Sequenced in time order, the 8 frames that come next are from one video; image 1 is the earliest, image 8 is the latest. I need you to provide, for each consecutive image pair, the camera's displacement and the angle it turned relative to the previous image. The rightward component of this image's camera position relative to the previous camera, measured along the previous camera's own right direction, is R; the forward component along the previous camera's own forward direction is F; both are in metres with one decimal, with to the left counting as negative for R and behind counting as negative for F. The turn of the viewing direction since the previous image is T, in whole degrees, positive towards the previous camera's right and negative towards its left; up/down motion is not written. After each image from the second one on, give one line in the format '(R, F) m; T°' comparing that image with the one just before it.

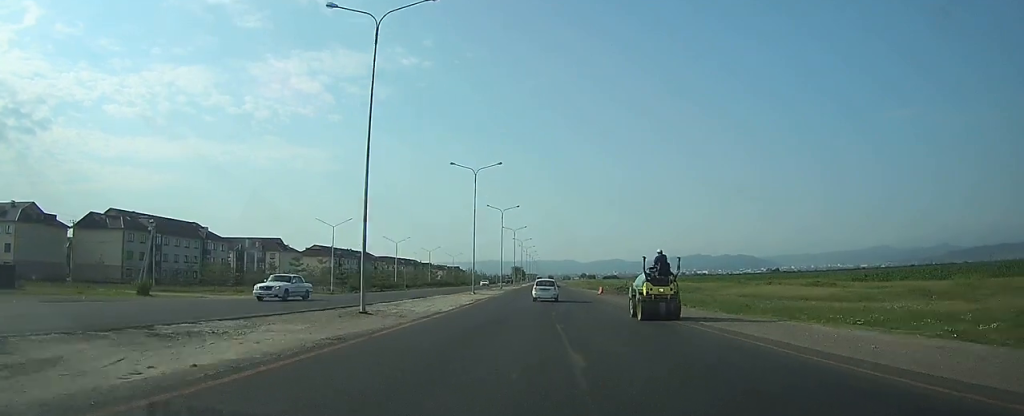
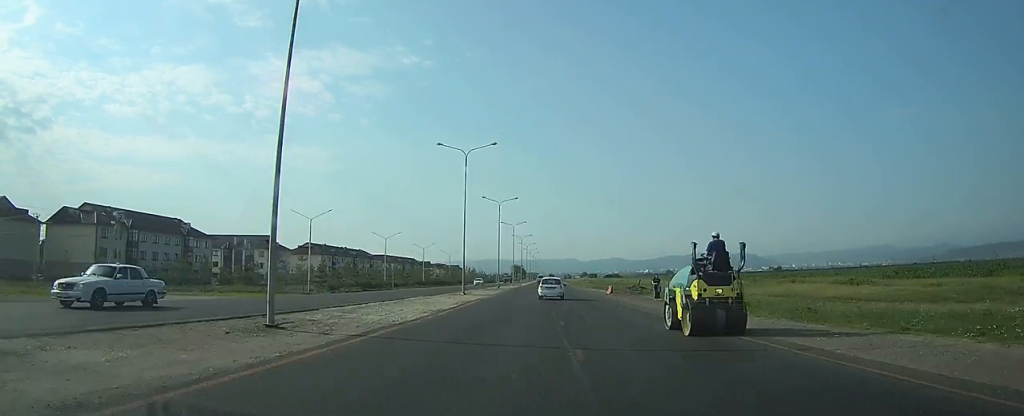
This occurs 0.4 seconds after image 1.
(0.0, +7.6) m; 0°
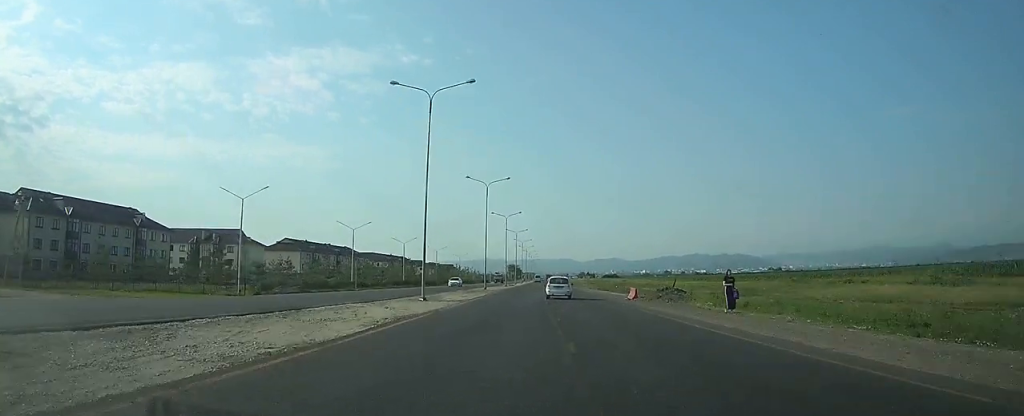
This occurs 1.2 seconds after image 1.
(0.0, +15.1) m; 0°
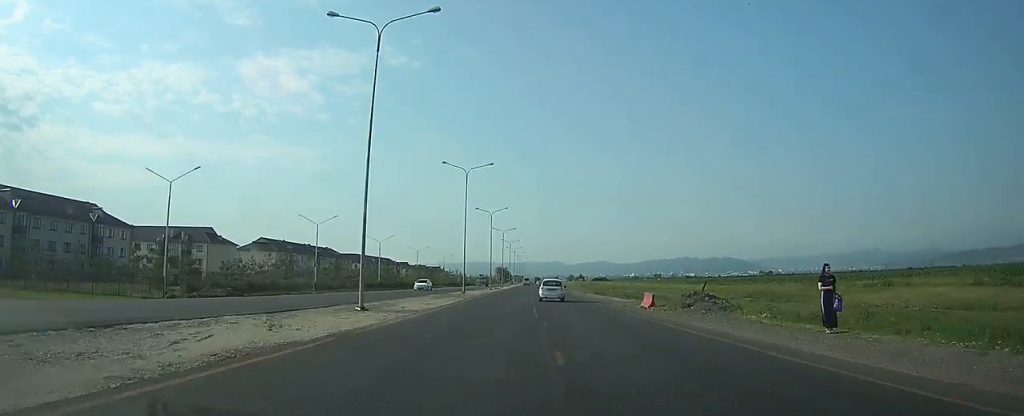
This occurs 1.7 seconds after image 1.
(0.0, +9.4) m; 0°
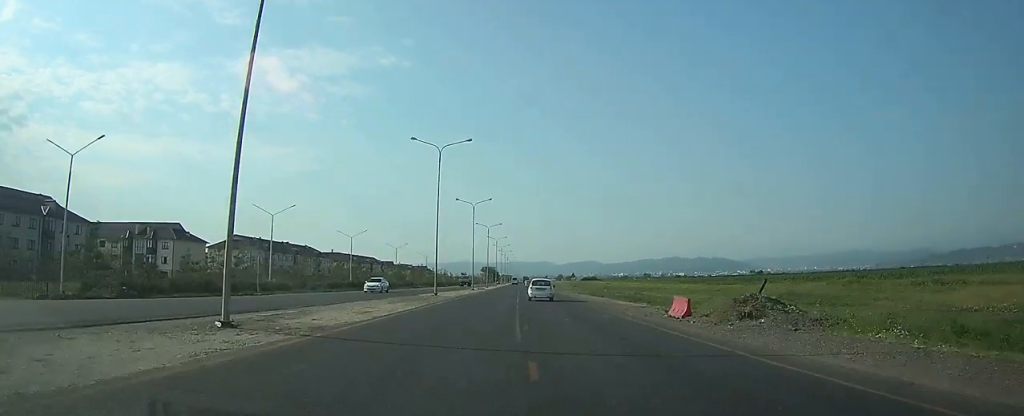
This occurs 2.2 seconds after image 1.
(0.0, +9.3) m; 0°
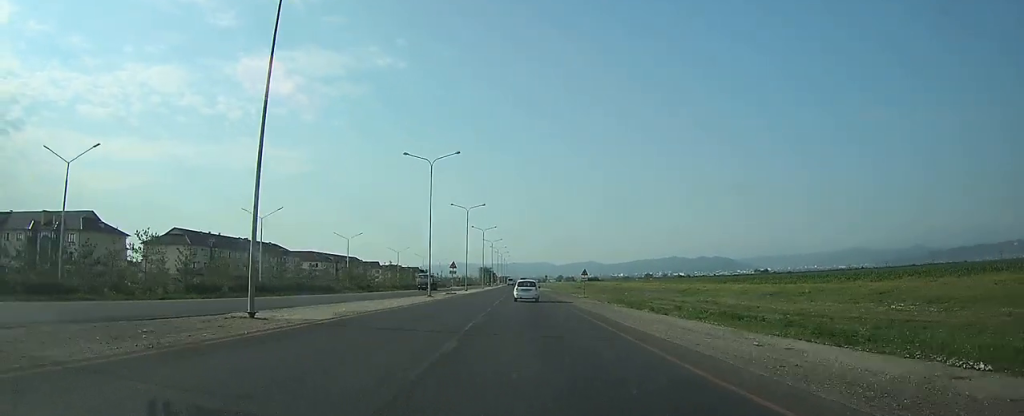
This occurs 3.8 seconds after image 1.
(+0.5, +29.0) m; +2°
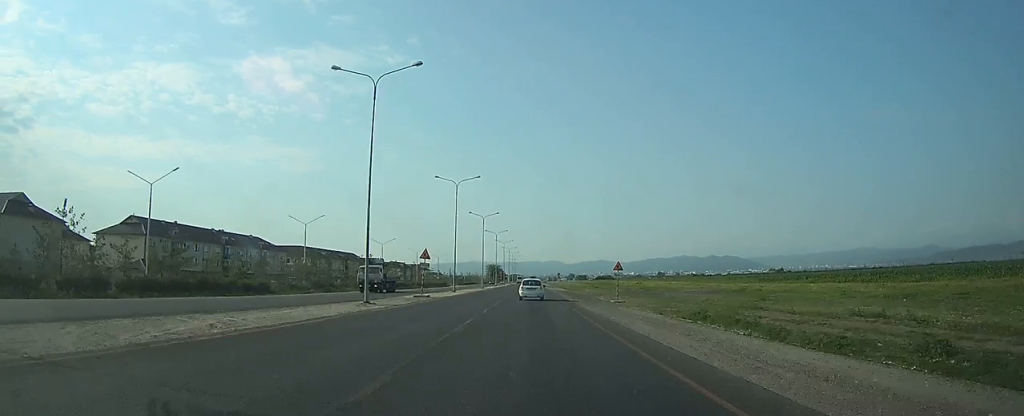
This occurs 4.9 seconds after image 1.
(0.0, +20.9) m; 0°
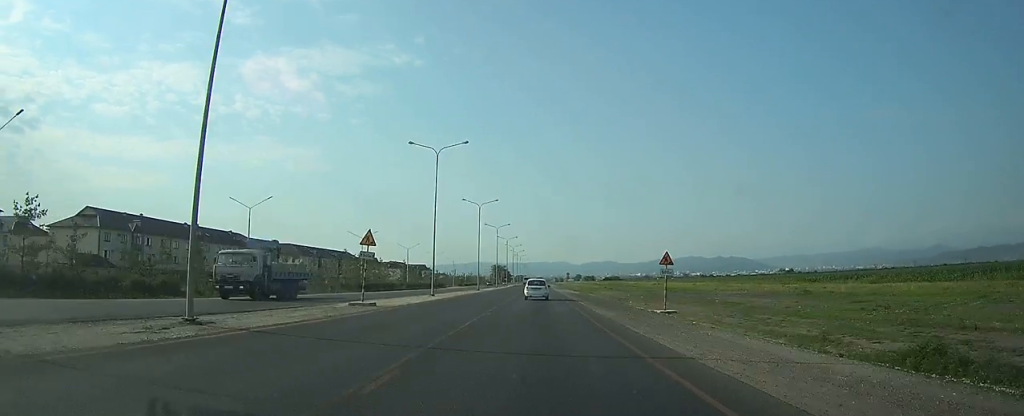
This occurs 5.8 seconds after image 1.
(-0.1, +15.8) m; -1°
